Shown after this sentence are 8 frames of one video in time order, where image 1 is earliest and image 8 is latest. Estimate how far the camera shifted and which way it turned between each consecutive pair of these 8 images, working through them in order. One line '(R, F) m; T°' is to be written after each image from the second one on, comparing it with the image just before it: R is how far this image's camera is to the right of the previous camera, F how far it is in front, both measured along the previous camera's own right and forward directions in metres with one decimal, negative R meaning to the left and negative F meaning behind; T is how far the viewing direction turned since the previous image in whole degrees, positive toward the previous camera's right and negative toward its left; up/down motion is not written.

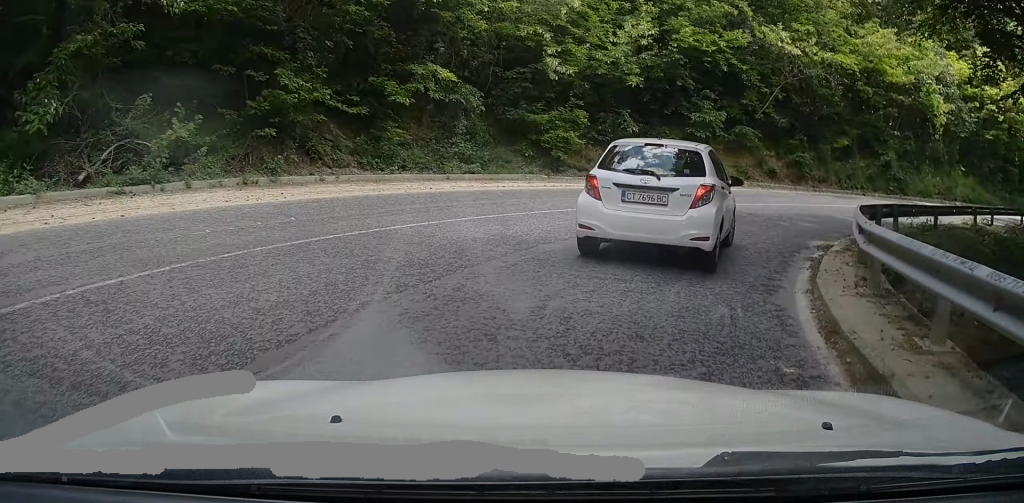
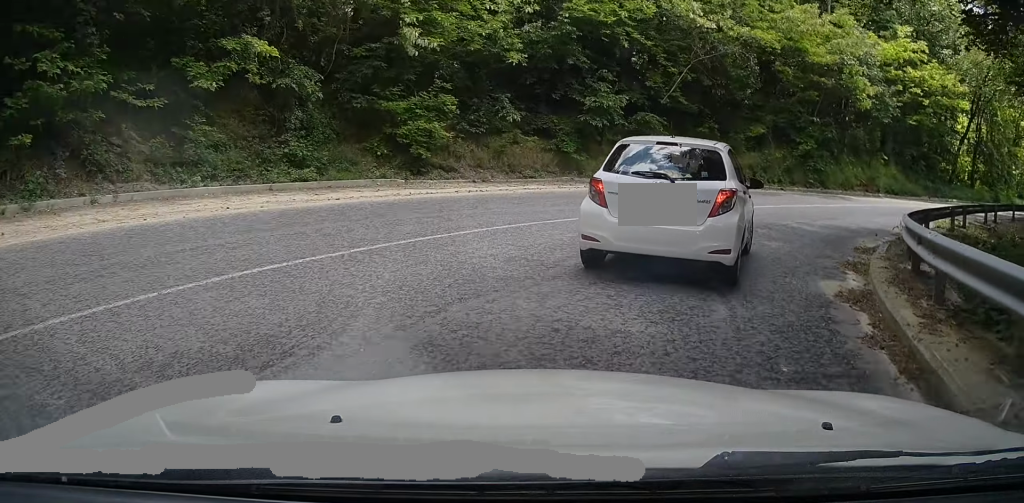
(+0.3, +5.1) m; +5°
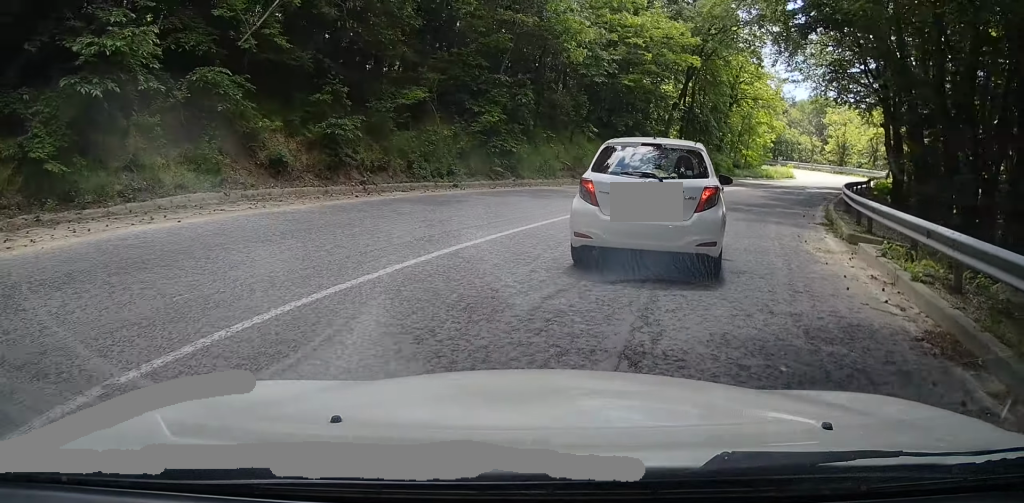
(+1.2, +12.9) m; +8°
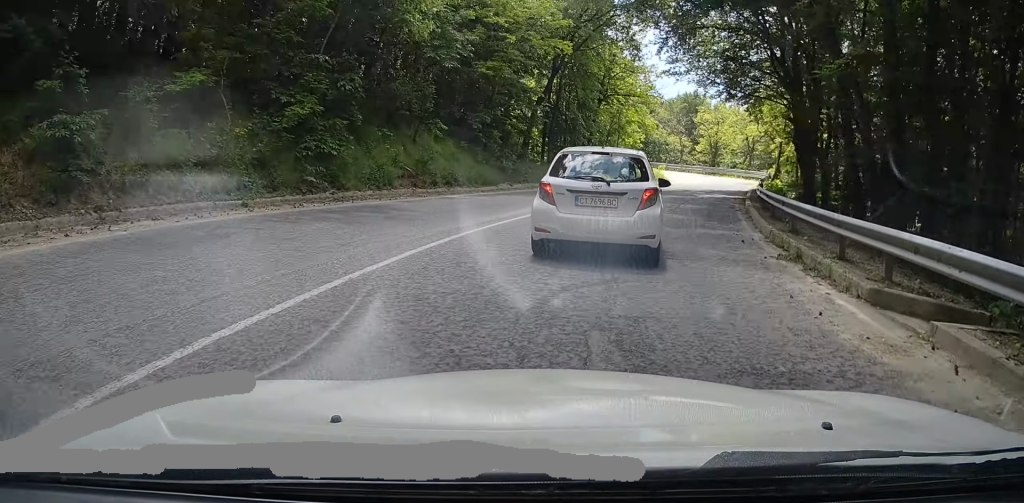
(-0.1, +5.8) m; +2°
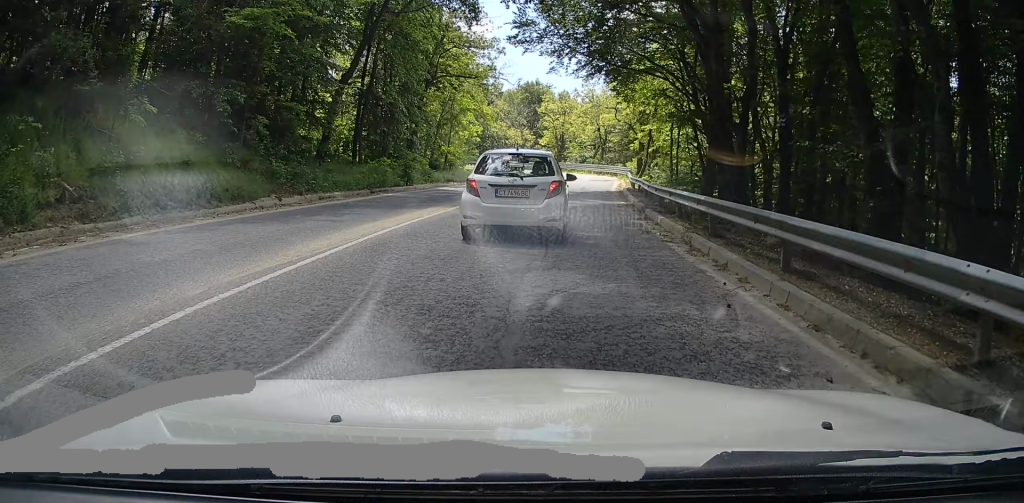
(+1.4, +8.3) m; +29°
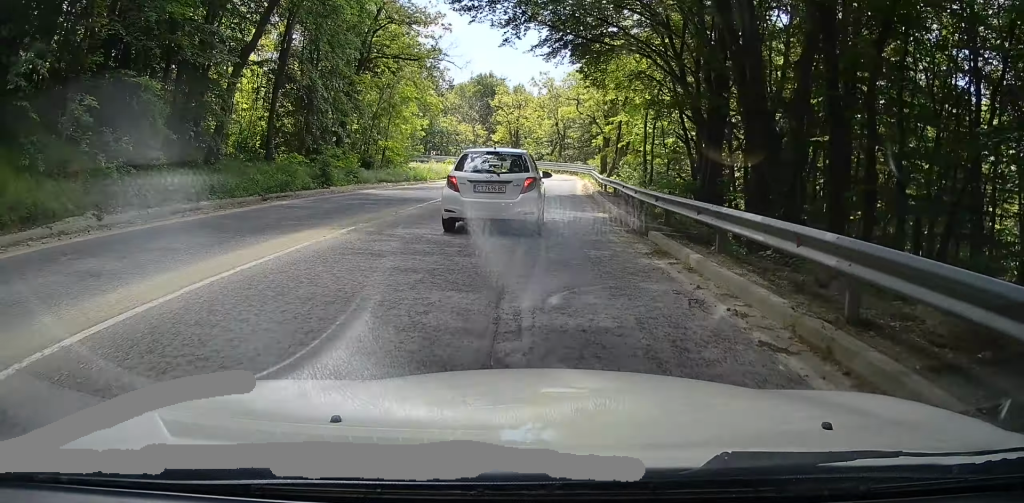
(+1.5, +4.6) m; +16°
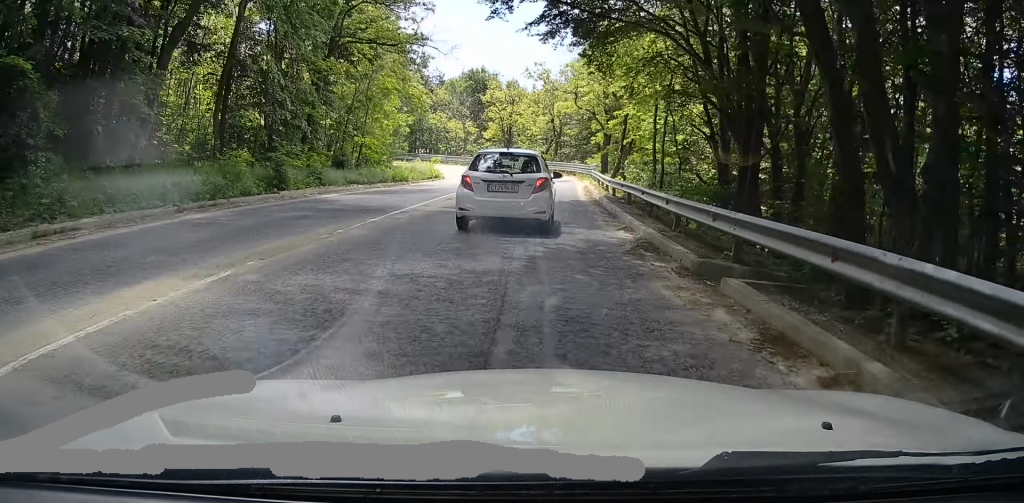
(+0.1, +3.7) m; +2°
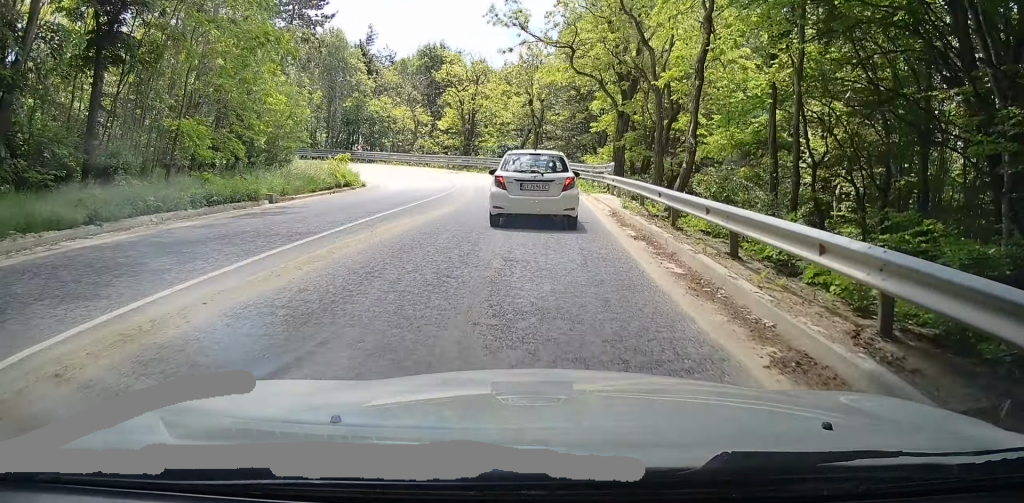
(+0.4, +16.6) m; +7°
